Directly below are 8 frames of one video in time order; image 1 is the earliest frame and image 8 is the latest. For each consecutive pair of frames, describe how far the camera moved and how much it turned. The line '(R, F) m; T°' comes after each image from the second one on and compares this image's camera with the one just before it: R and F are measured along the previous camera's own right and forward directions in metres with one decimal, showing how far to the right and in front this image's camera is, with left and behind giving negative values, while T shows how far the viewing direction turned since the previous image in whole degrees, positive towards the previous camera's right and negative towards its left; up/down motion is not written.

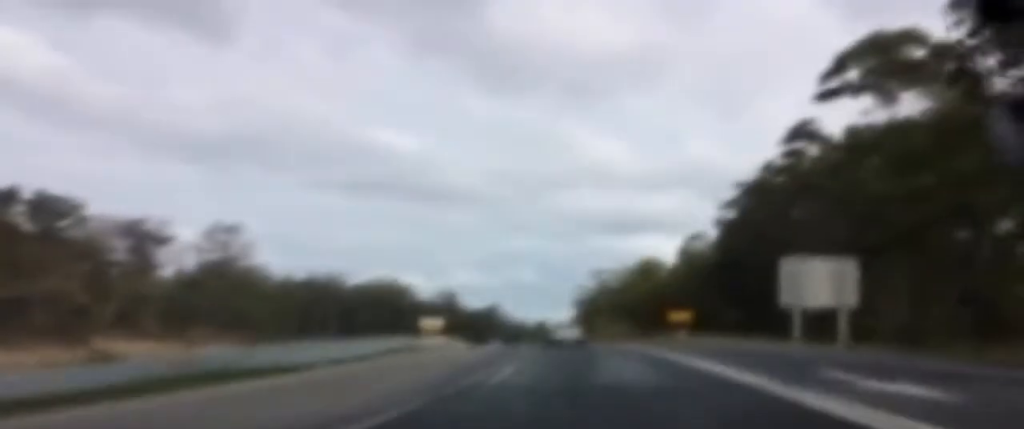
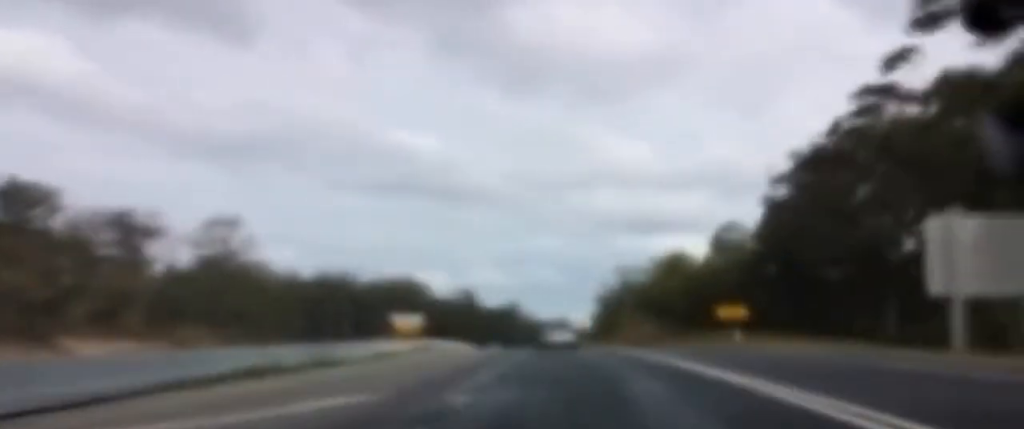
(-0.4, +18.1) m; -2°
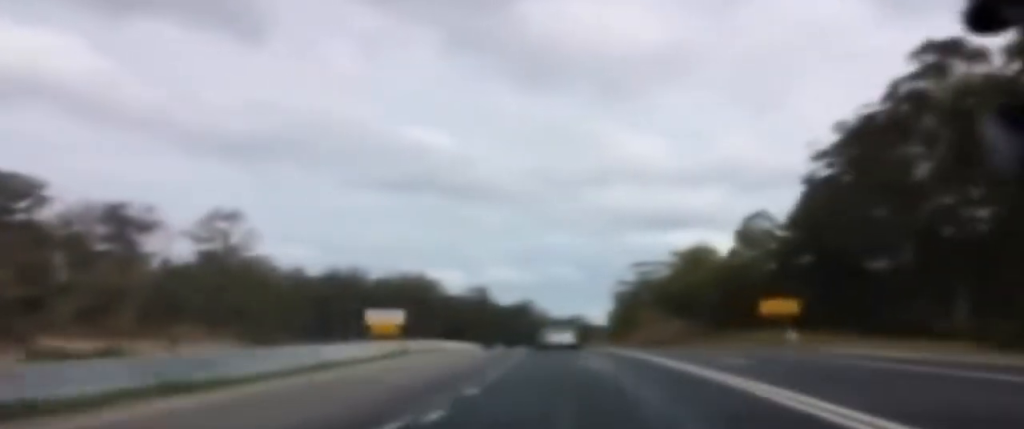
(-0.1, +10.0) m; -2°
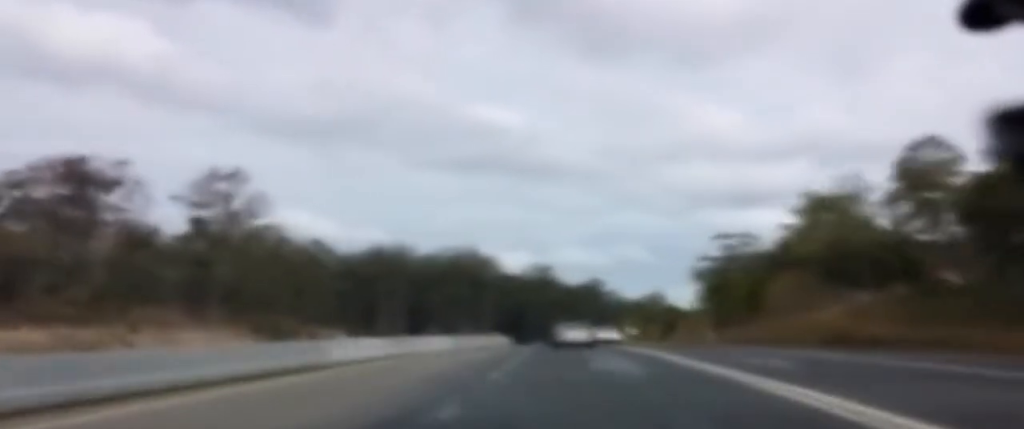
(-2.3, +40.3) m; -4°
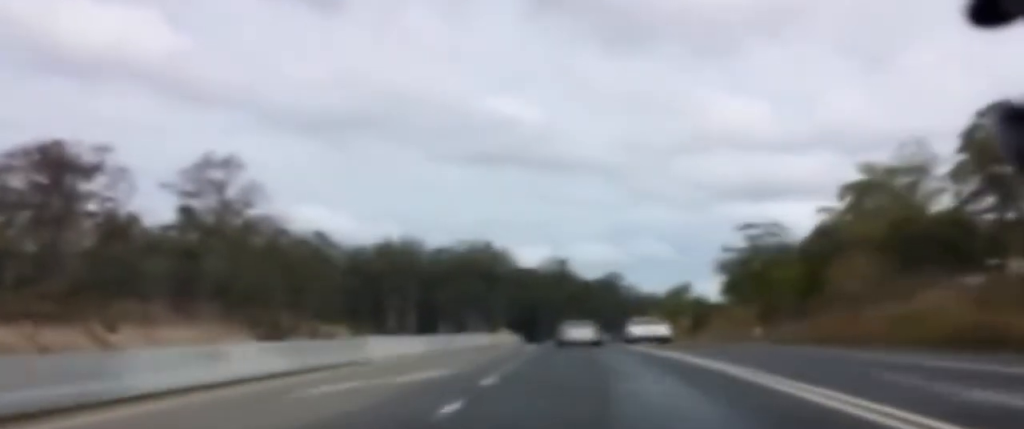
(+0.1, +11.3) m; +1°
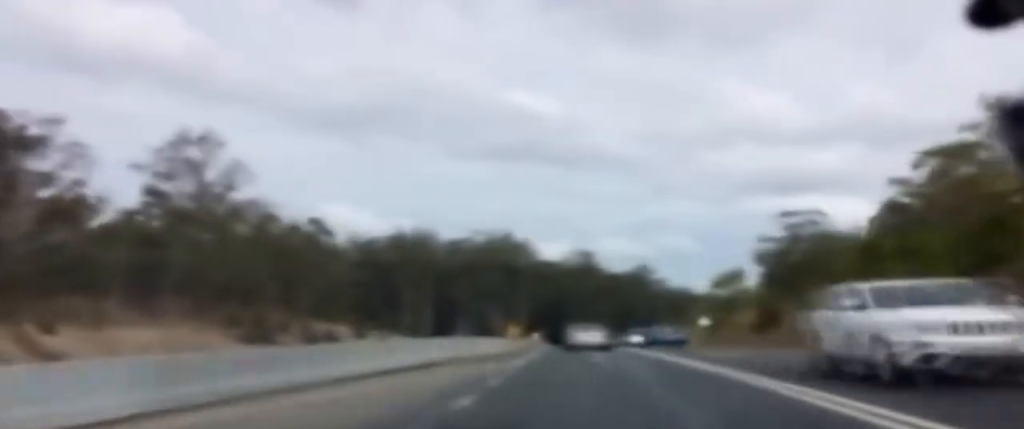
(-0.1, +20.1) m; -1°
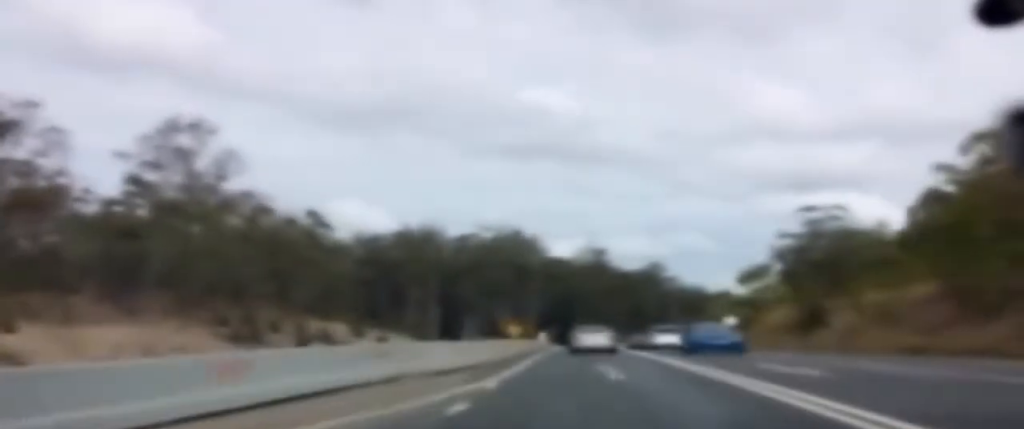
(-0.1, +8.3) m; -1°
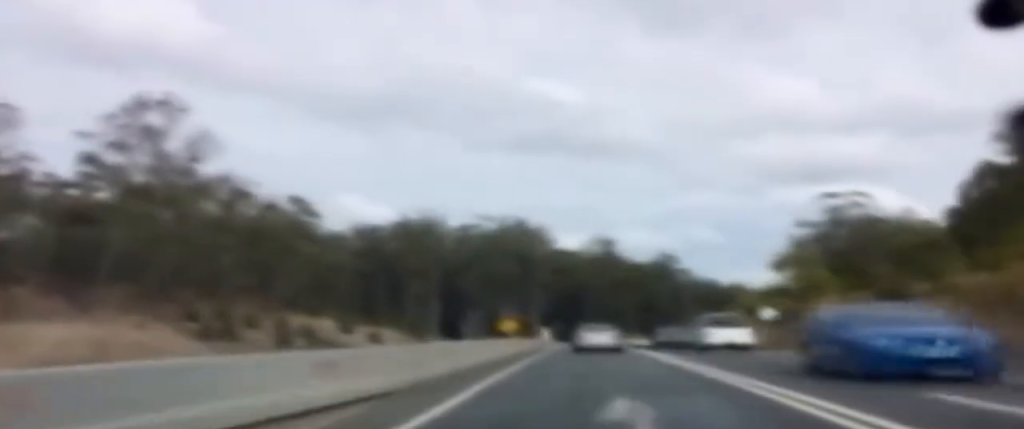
(-0.1, +11.8) m; 0°
